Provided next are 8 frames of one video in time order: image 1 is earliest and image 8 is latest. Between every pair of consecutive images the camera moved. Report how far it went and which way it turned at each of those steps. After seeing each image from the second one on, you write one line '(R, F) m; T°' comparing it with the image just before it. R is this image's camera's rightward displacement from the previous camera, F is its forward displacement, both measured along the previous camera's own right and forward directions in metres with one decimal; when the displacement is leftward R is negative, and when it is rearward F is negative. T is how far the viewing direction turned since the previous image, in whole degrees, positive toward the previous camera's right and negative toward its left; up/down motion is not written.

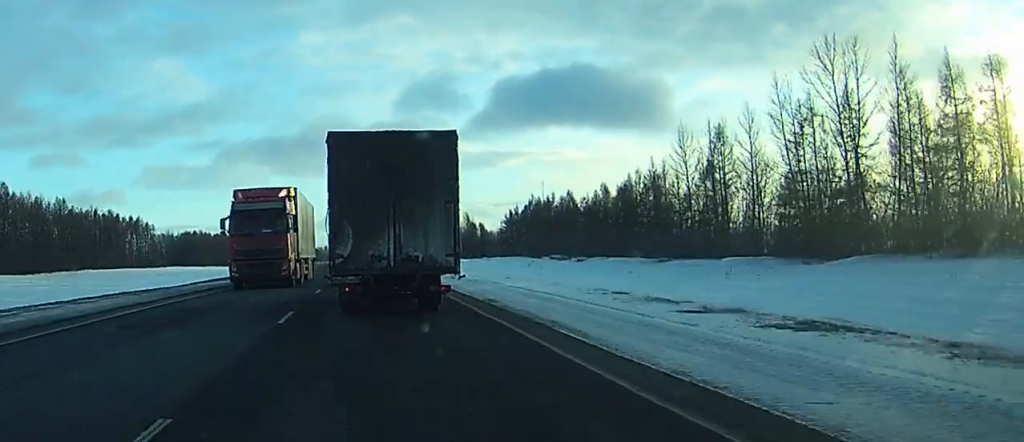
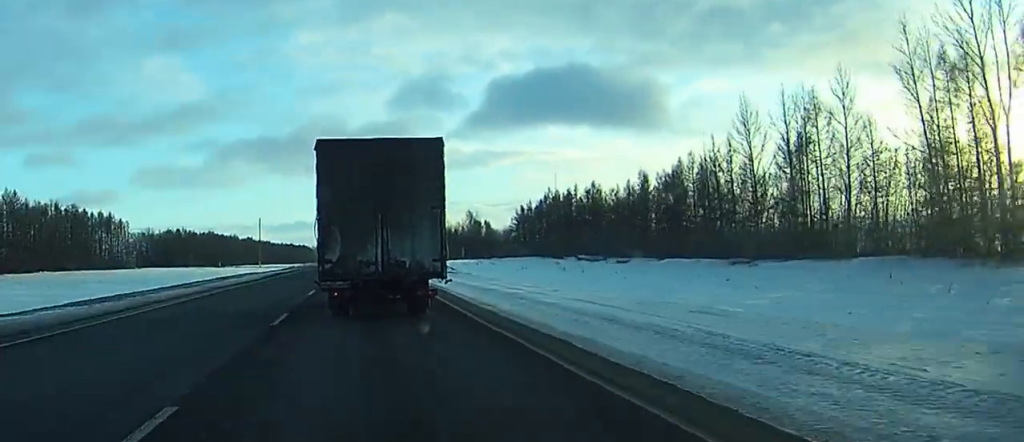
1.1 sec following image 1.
(+0.1, +23.5) m; 0°
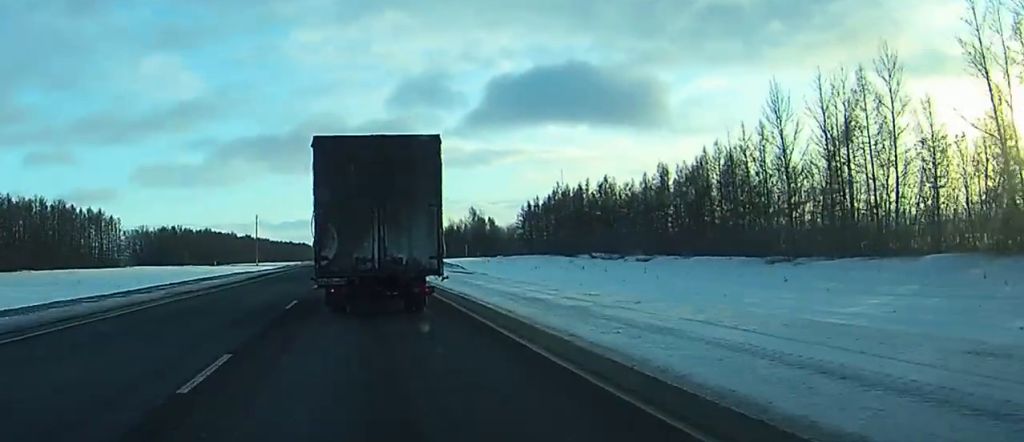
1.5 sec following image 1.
(0.0, +8.3) m; 0°
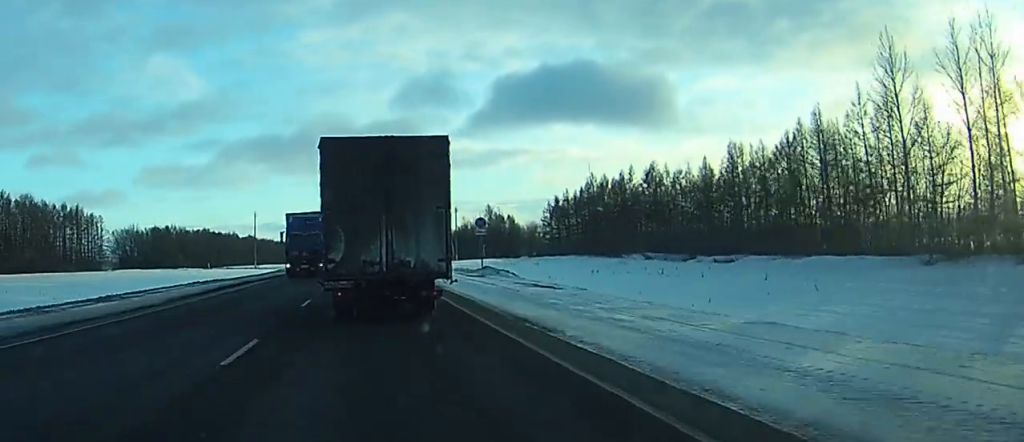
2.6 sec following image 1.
(0.0, +21.5) m; 0°
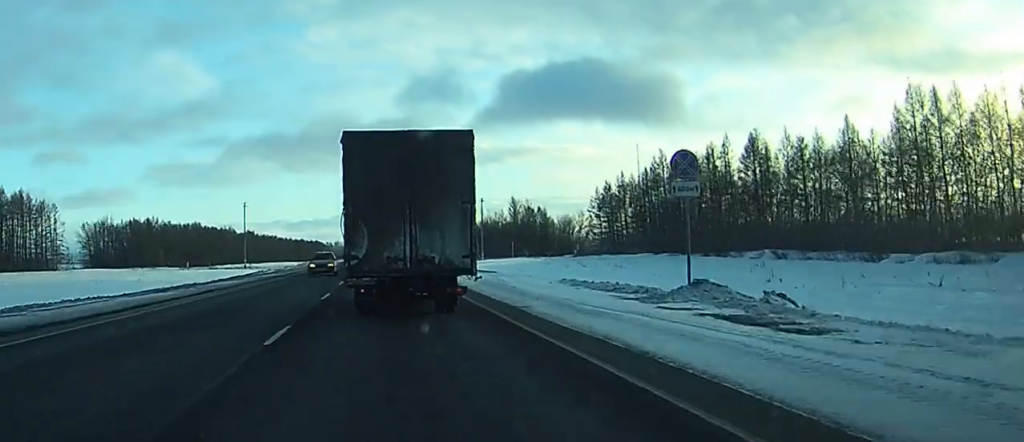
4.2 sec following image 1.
(-0.1, +34.2) m; 0°
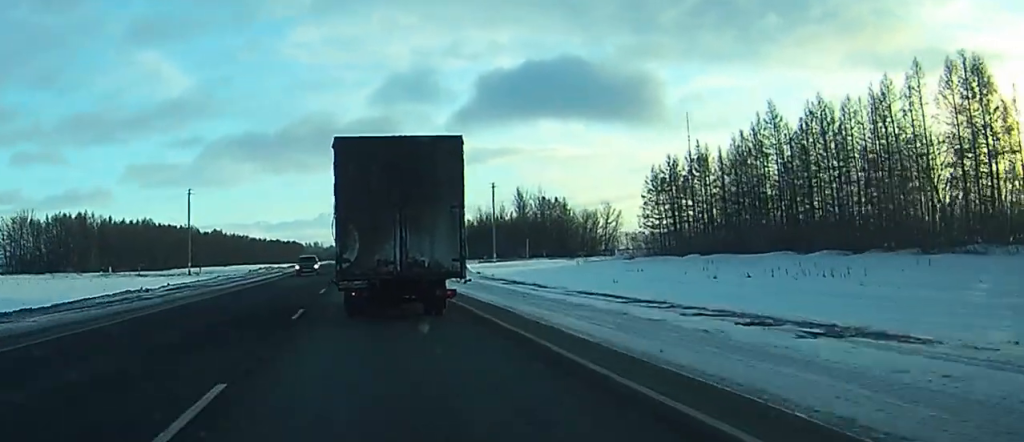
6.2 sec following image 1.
(0.0, +42.3) m; 0°
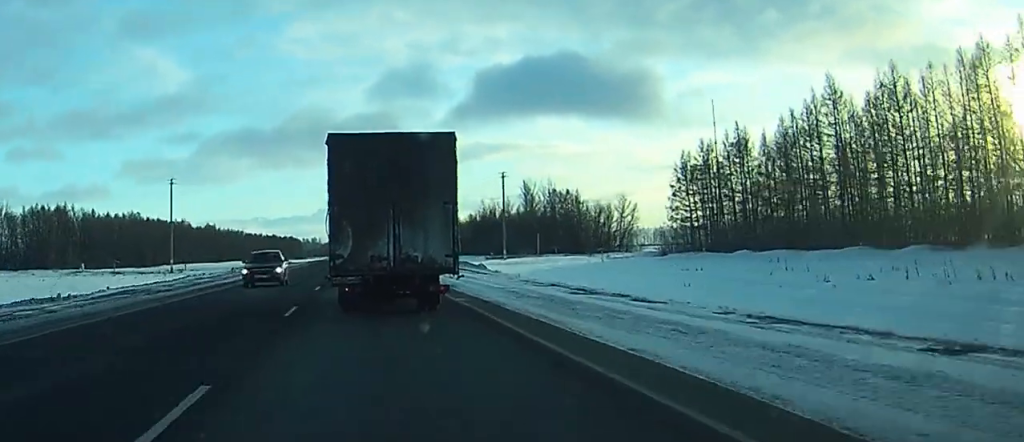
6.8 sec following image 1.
(0.0, +12.4) m; 0°
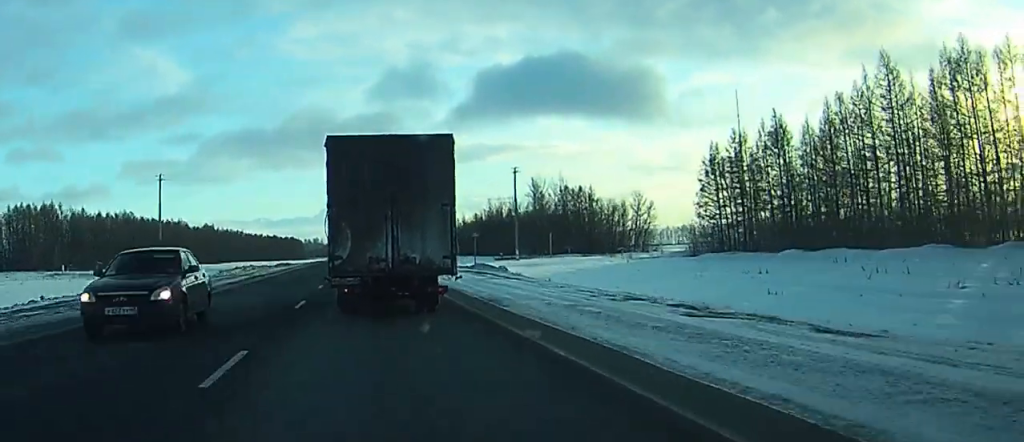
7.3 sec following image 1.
(0.0, +8.9) m; 0°
